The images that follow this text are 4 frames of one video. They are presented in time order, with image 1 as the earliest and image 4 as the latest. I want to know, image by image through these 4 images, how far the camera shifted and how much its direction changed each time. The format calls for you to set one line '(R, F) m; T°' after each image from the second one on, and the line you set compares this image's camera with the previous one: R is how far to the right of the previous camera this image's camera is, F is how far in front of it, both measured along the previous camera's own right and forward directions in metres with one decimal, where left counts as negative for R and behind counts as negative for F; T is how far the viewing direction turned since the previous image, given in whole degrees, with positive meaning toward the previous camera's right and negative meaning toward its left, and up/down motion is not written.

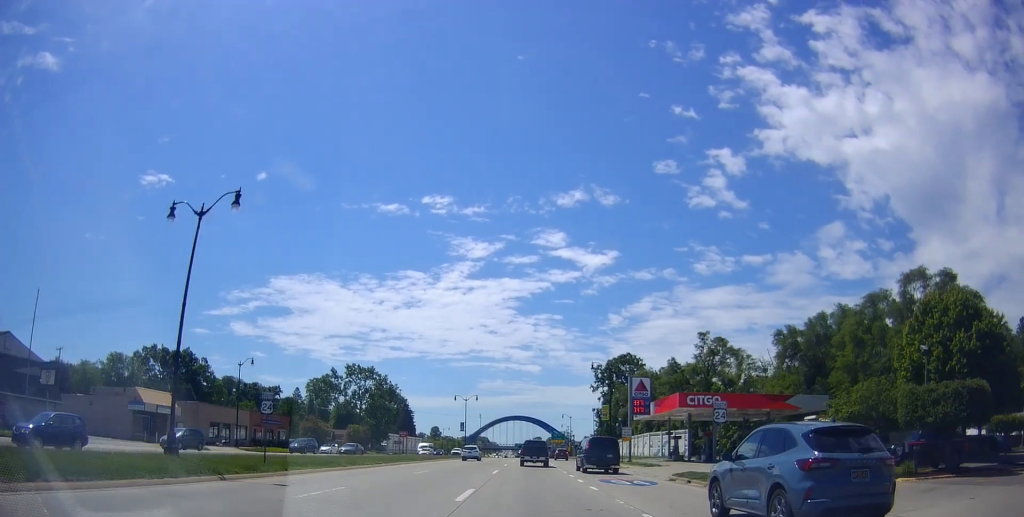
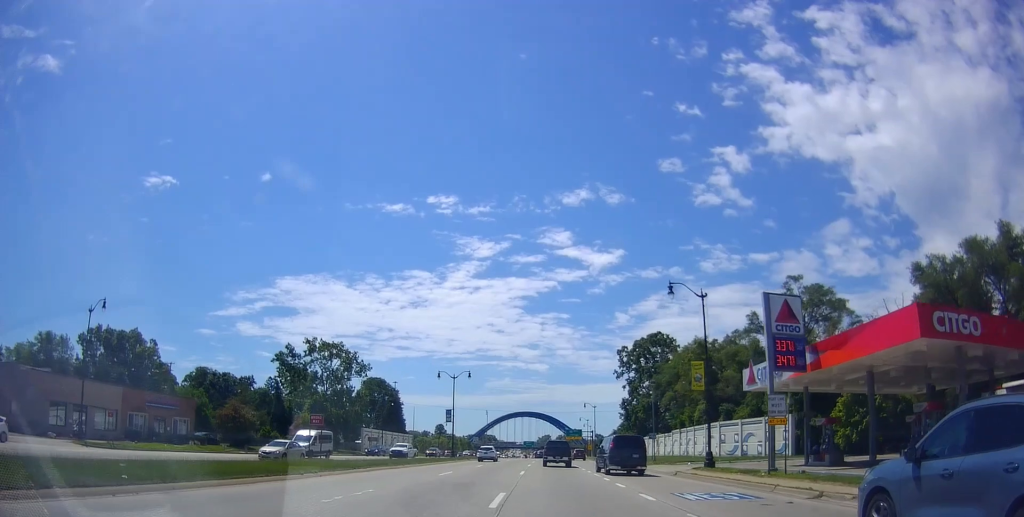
(-0.1, +30.2) m; +1°
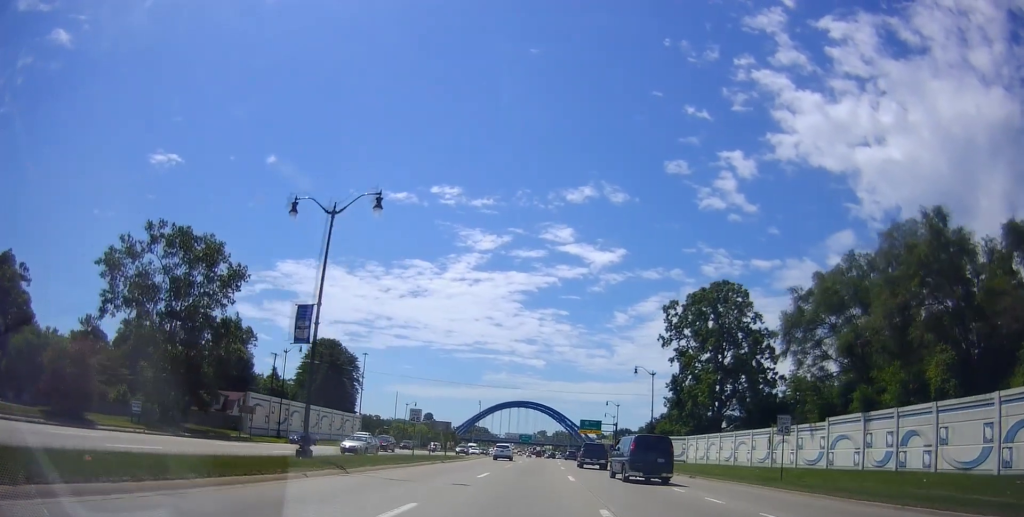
(-0.5, +49.9) m; -2°
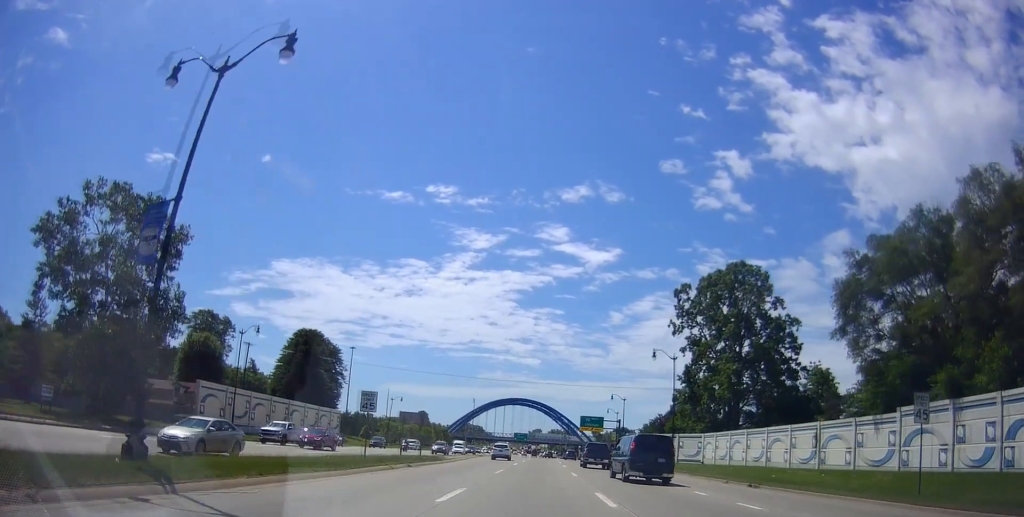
(-0.3, +11.1) m; 0°
